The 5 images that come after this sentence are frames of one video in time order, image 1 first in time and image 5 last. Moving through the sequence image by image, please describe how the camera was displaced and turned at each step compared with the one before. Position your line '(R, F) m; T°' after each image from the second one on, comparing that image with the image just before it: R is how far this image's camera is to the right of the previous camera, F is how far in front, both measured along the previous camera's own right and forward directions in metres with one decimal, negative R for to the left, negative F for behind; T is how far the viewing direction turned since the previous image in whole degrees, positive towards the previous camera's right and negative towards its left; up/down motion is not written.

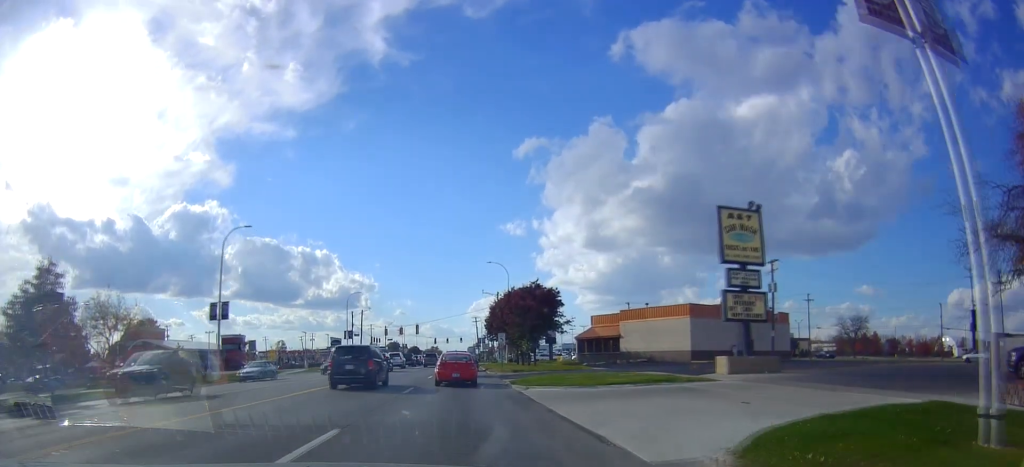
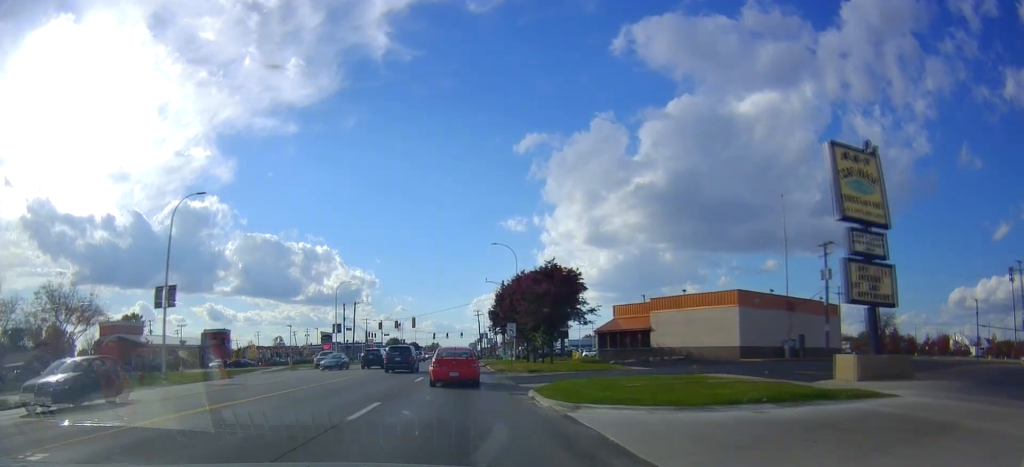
(+0.7, +10.4) m; +4°
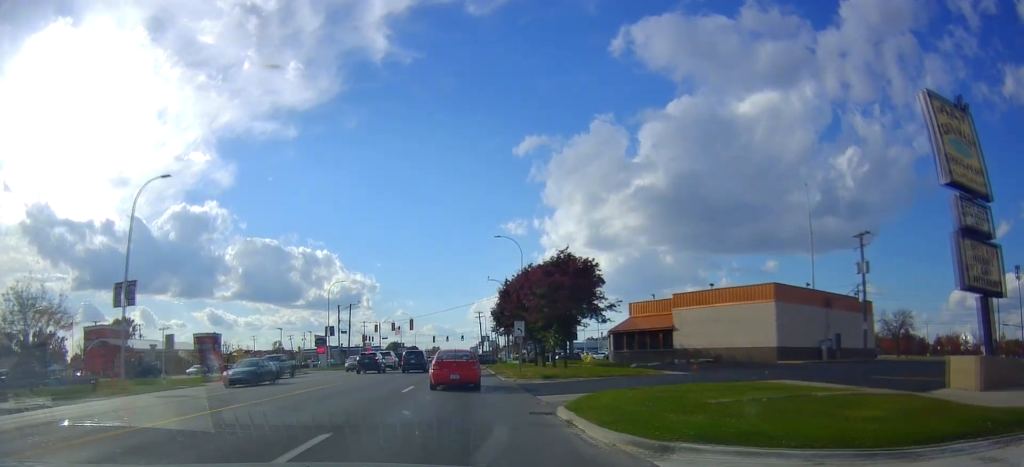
(0.0, +5.5) m; 0°
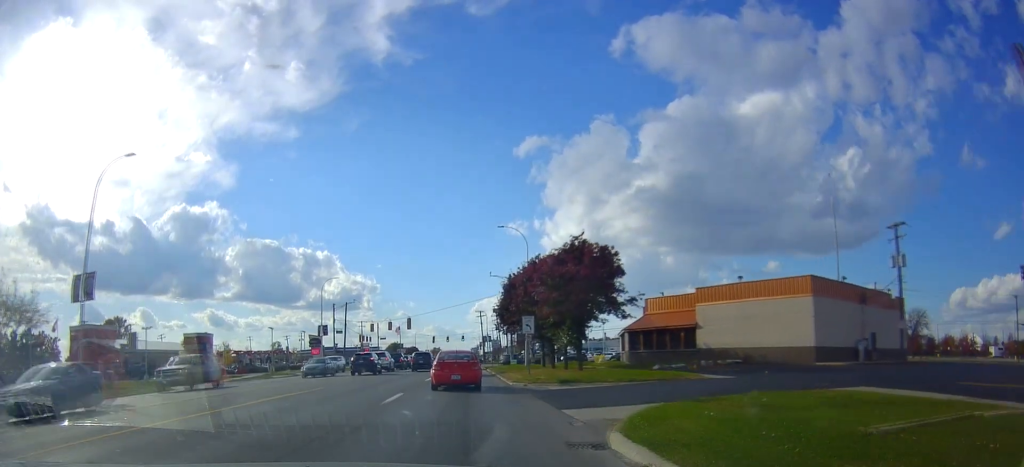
(0.0, +4.4) m; 0°
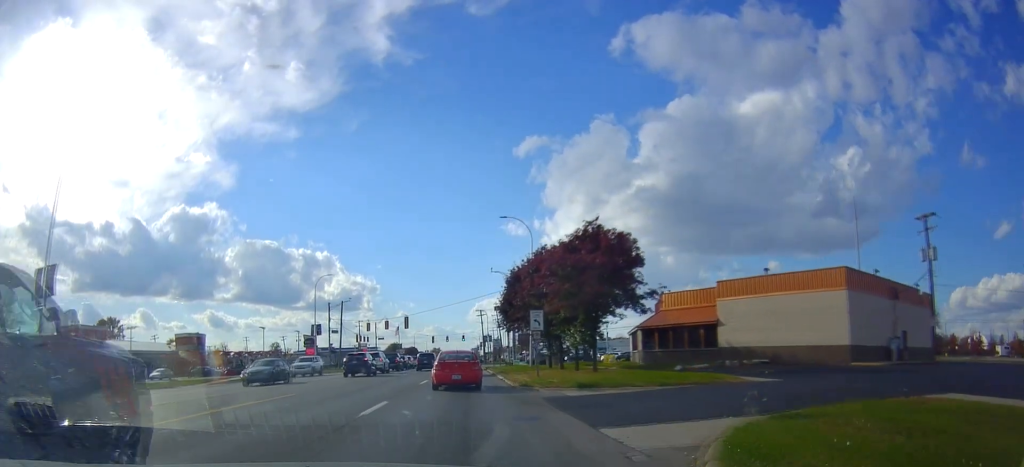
(0.0, +3.3) m; 0°
